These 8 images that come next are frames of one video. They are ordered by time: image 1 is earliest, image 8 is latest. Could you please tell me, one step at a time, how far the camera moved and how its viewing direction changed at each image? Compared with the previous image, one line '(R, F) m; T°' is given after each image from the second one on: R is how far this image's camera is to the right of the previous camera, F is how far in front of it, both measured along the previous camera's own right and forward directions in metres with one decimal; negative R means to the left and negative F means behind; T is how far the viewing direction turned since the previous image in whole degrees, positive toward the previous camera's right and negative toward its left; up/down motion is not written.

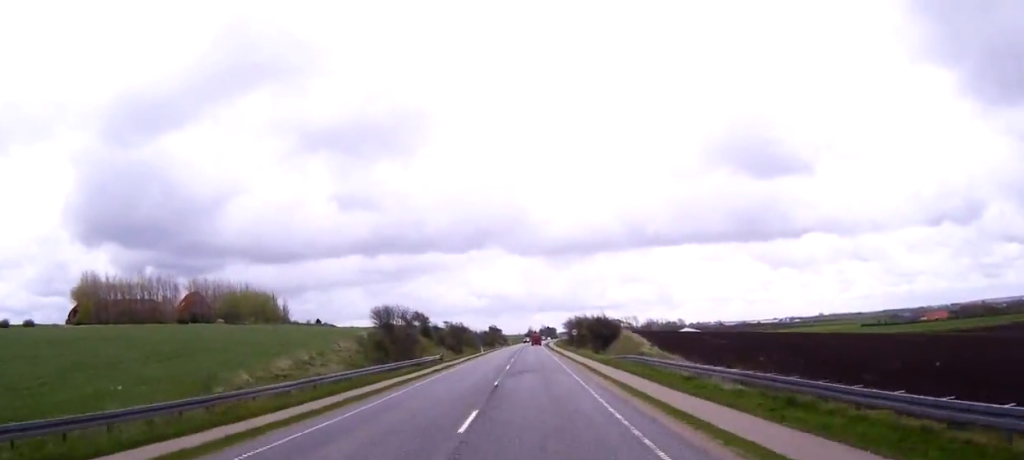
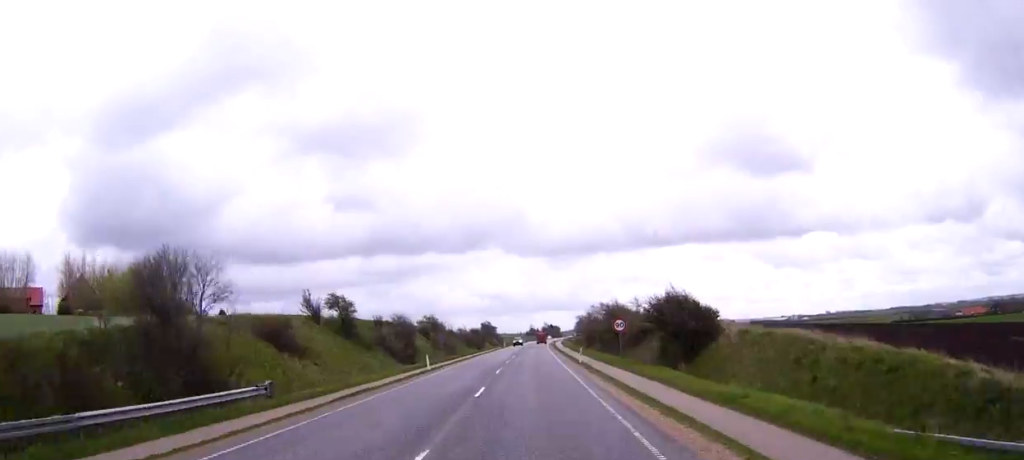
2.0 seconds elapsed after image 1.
(0.0, +52.0) m; 0°
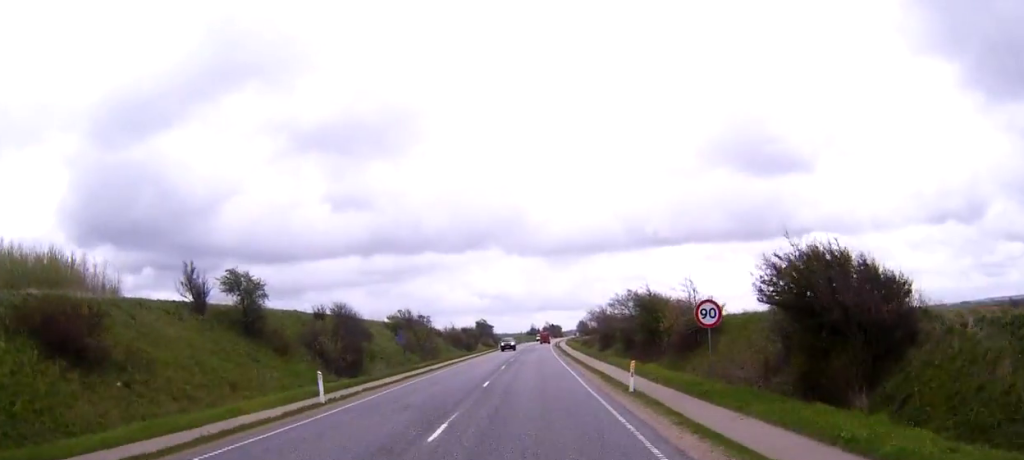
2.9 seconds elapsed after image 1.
(0.0, +24.6) m; 0°
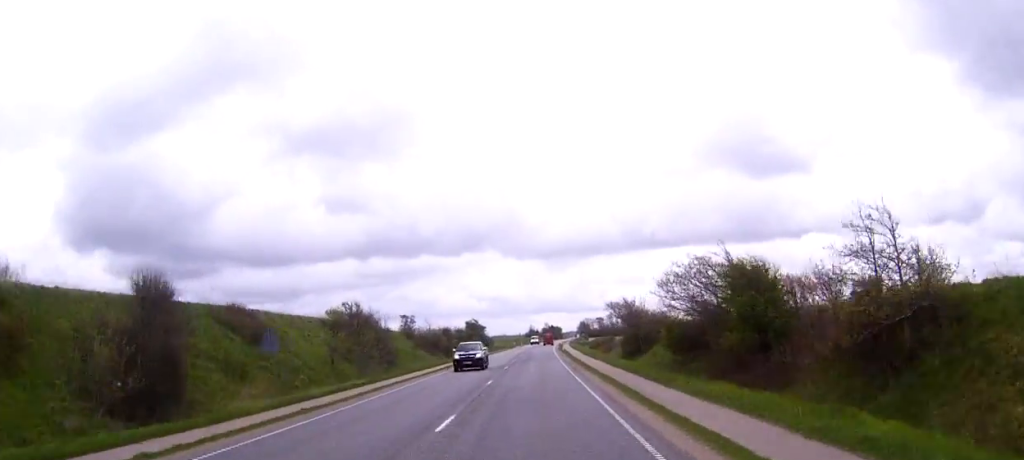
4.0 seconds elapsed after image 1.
(+0.1, +28.2) m; 0°
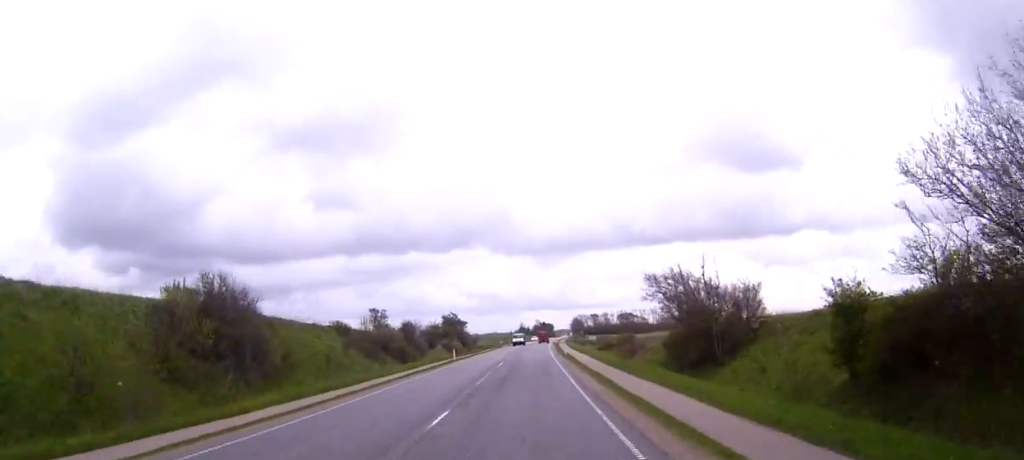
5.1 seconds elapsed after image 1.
(+0.1, +30.1) m; 0°
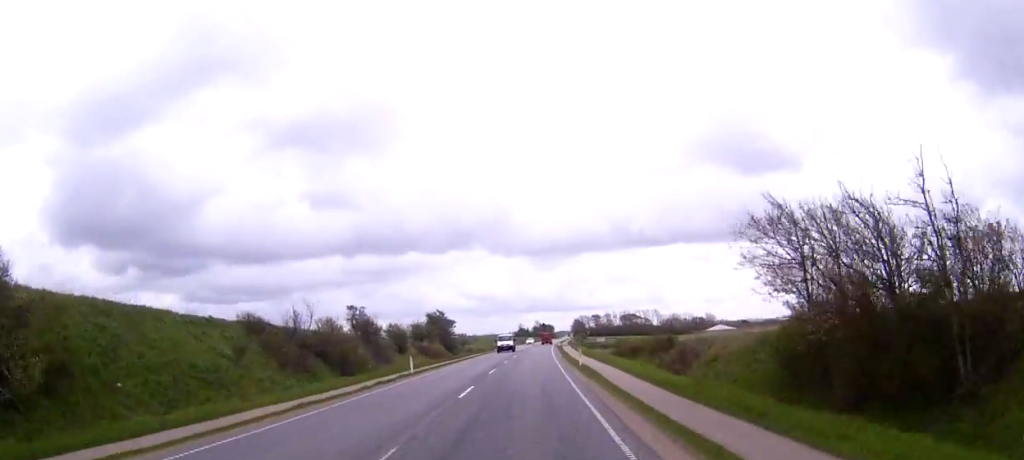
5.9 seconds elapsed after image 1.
(0.0, +22.1) m; 0°
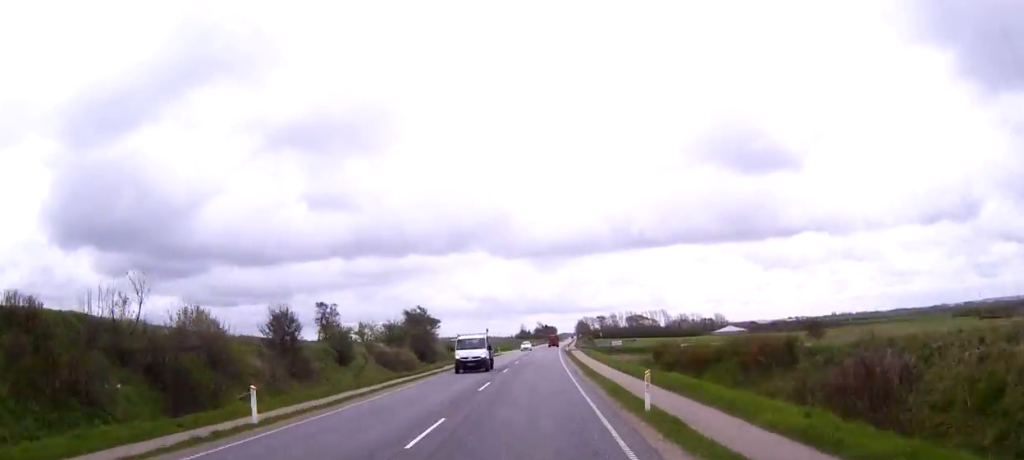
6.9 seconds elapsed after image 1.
(0.0, +24.7) m; 0°
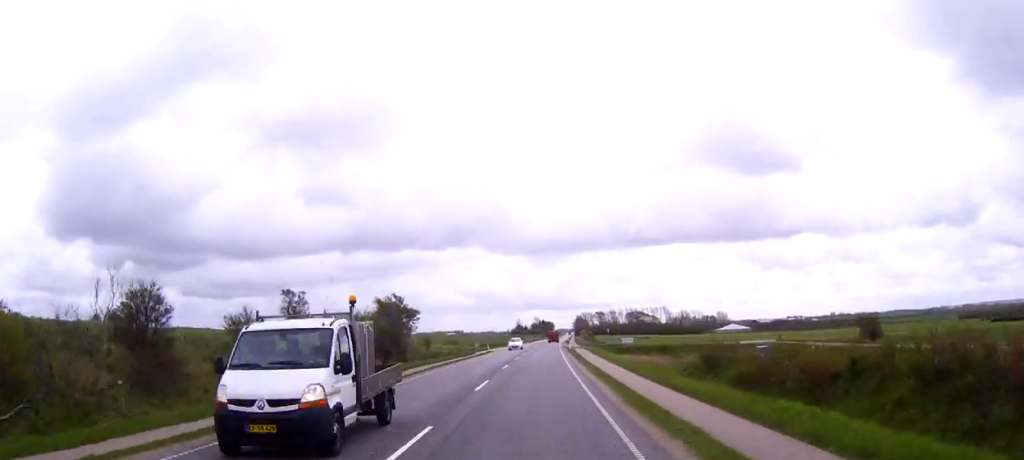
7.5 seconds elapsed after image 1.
(0.0, +17.7) m; 0°
